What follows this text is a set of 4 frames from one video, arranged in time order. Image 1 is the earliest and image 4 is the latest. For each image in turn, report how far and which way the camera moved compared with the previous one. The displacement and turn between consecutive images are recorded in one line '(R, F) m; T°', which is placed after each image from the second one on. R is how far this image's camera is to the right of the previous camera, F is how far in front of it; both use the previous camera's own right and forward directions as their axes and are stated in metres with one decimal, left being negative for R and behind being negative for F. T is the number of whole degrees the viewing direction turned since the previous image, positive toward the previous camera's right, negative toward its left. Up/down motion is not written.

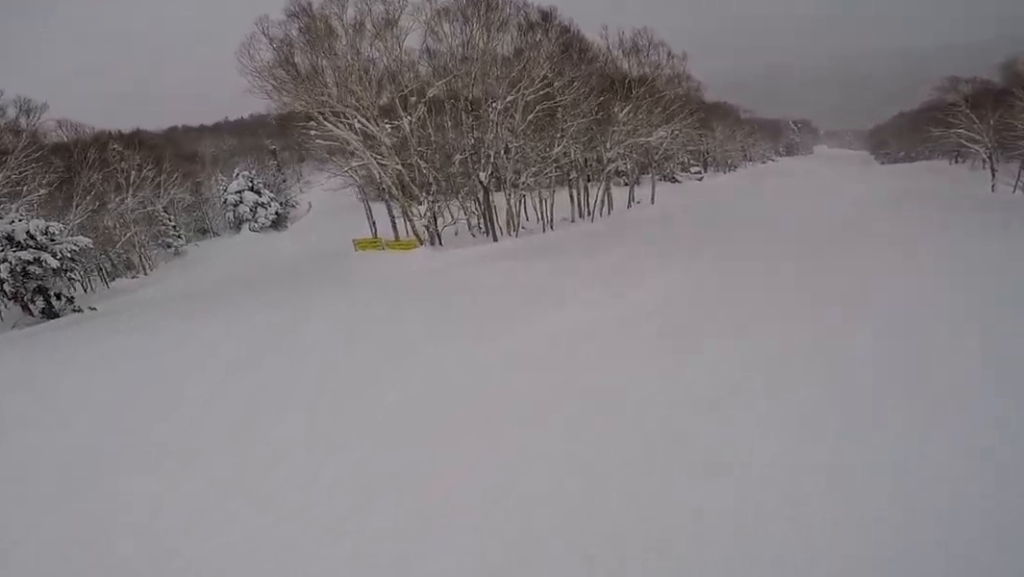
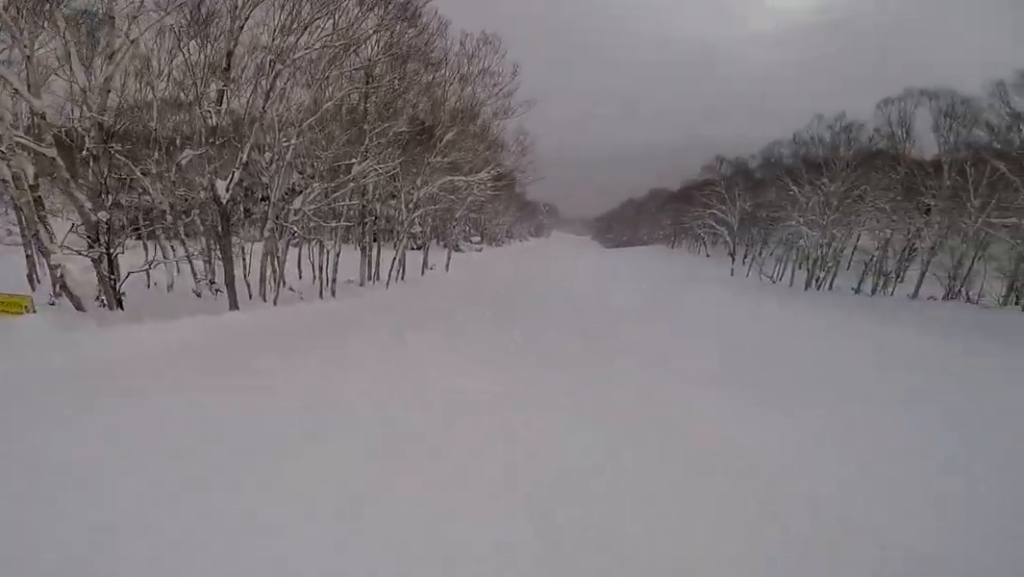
(+1.0, +10.7) m; +14°
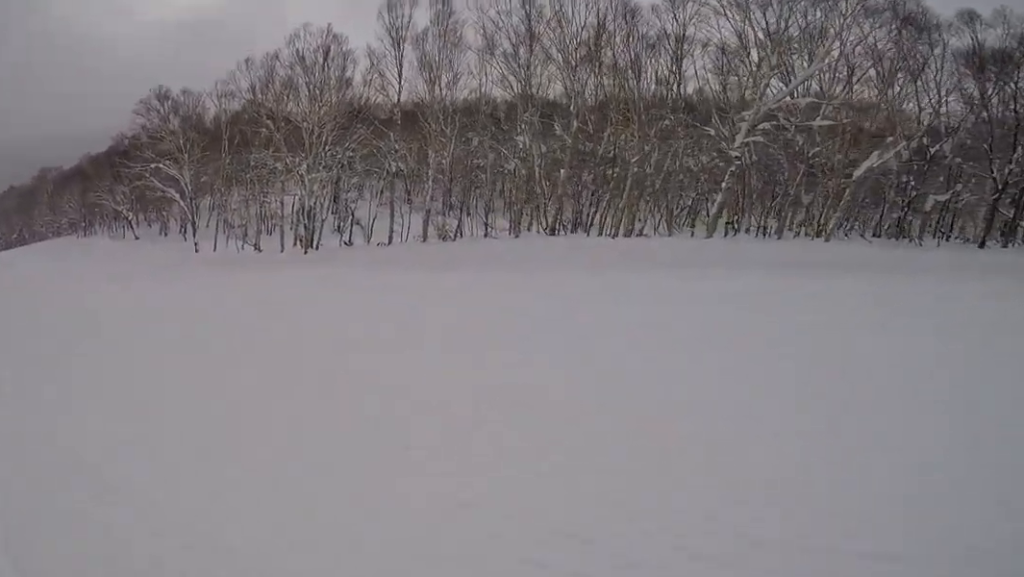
(+6.4, +16.0) m; +46°
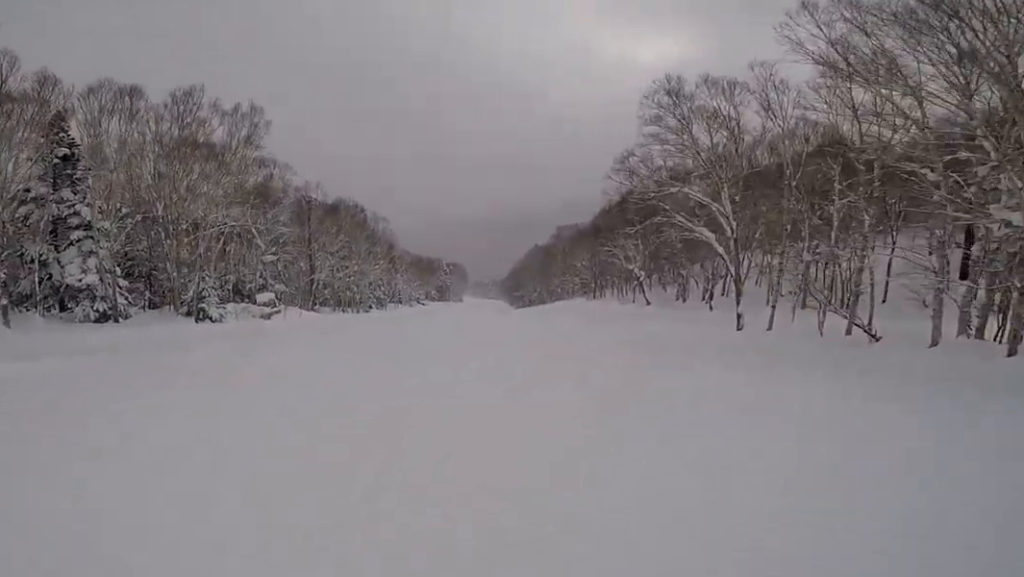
(-3.3, +14.6) m; -31°
